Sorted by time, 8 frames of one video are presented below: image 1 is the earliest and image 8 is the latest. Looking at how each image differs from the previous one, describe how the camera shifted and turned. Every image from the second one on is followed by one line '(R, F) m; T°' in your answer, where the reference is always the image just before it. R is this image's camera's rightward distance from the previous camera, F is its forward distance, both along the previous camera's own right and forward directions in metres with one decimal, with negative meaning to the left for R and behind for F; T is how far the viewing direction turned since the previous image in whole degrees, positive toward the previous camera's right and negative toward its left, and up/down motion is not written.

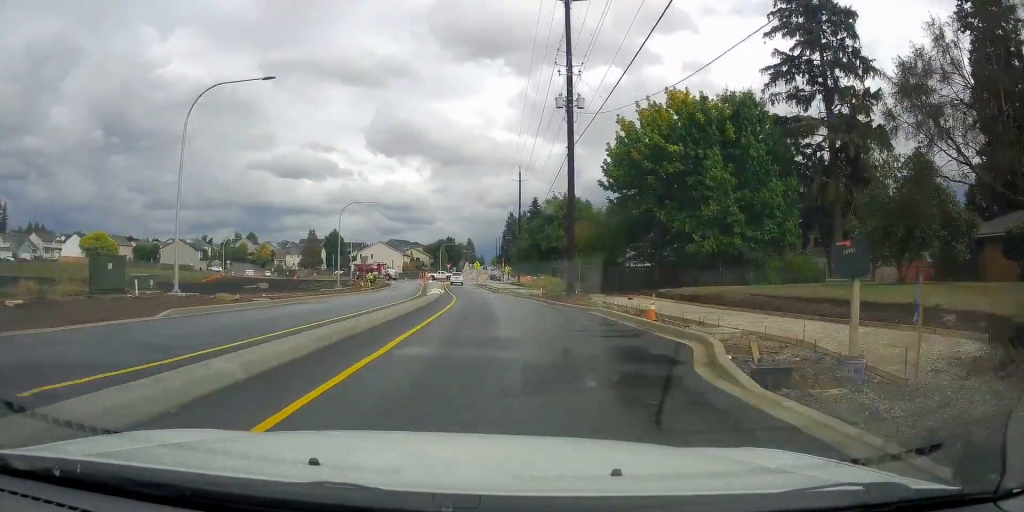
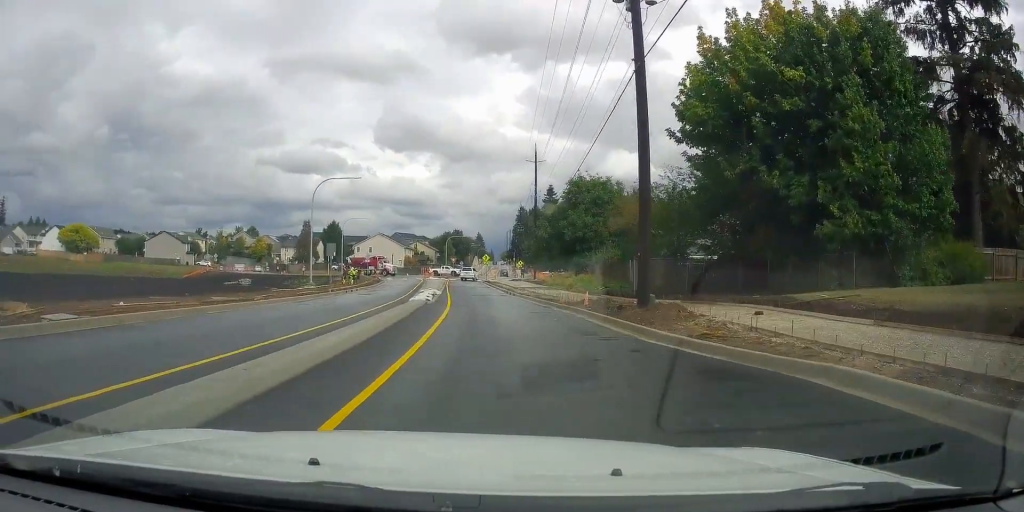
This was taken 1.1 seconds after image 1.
(+0.1, +15.5) m; +1°
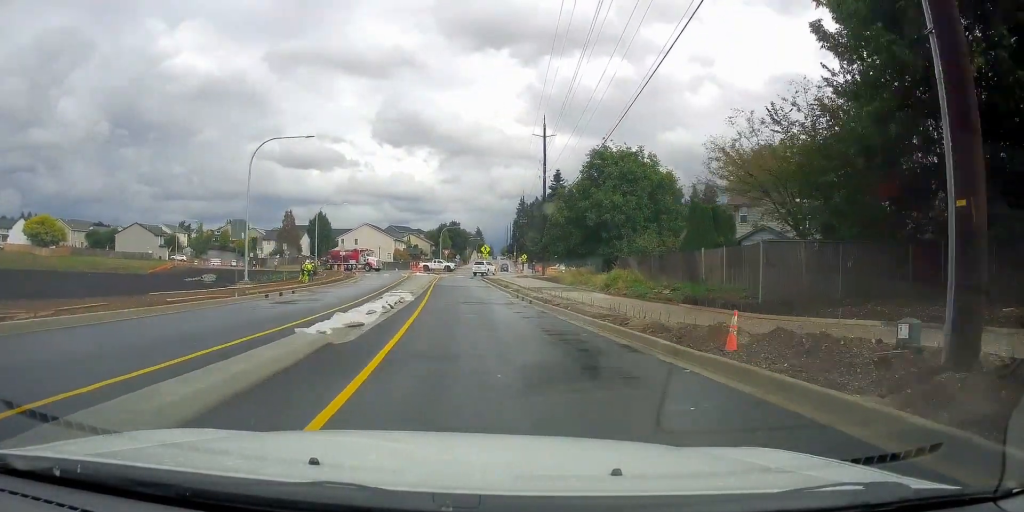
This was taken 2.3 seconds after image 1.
(+0.3, +15.5) m; +4°
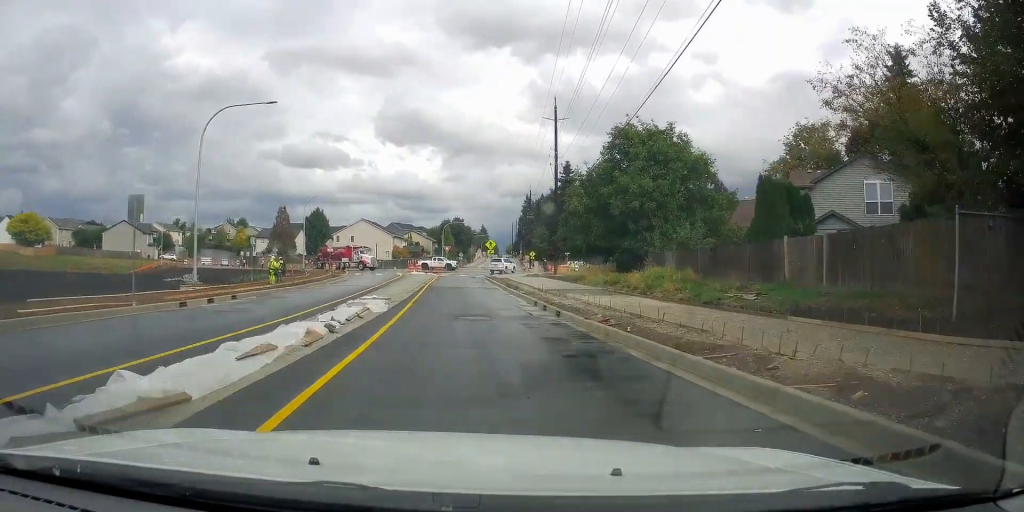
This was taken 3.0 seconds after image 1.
(+0.4, +8.8) m; +1°
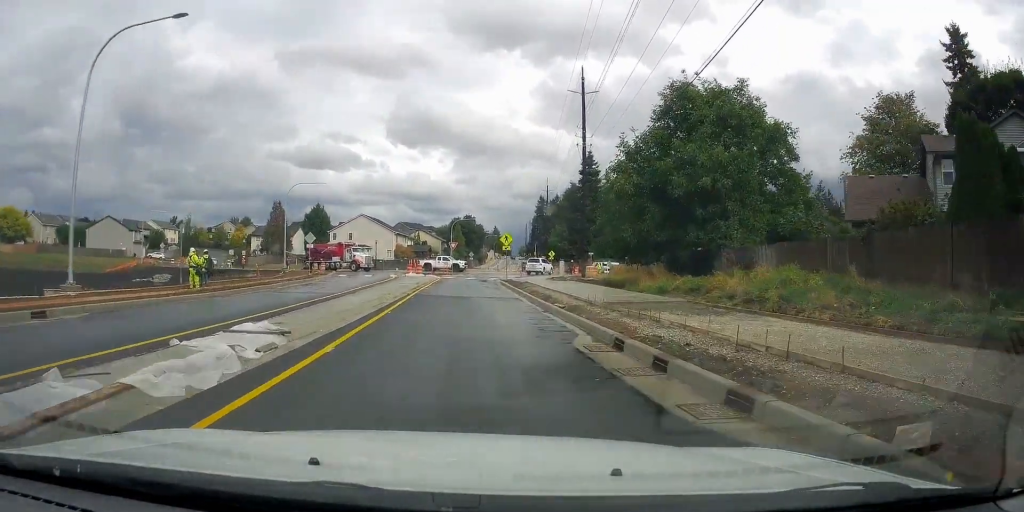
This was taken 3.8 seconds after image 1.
(0.0, +11.3) m; -2°
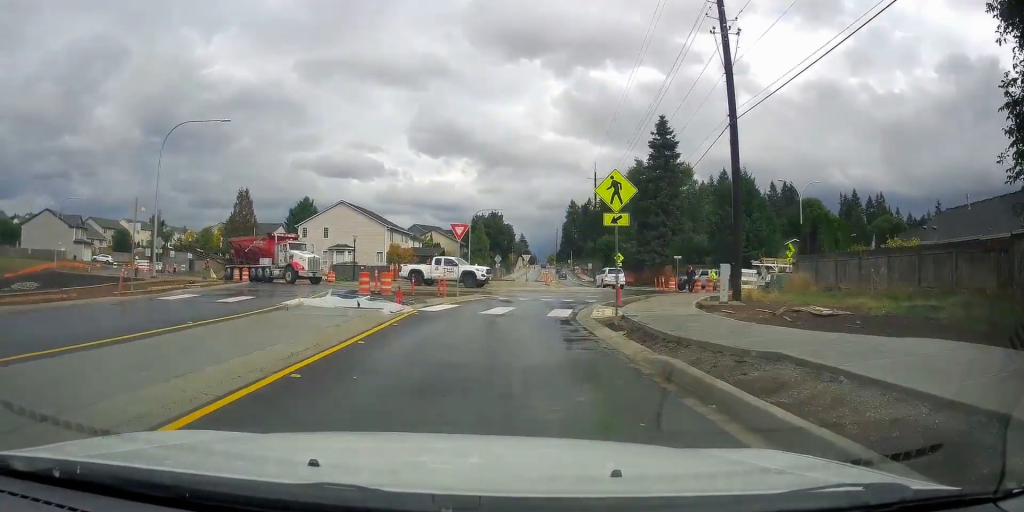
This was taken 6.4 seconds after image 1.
(-3.4, +31.8) m; -13°
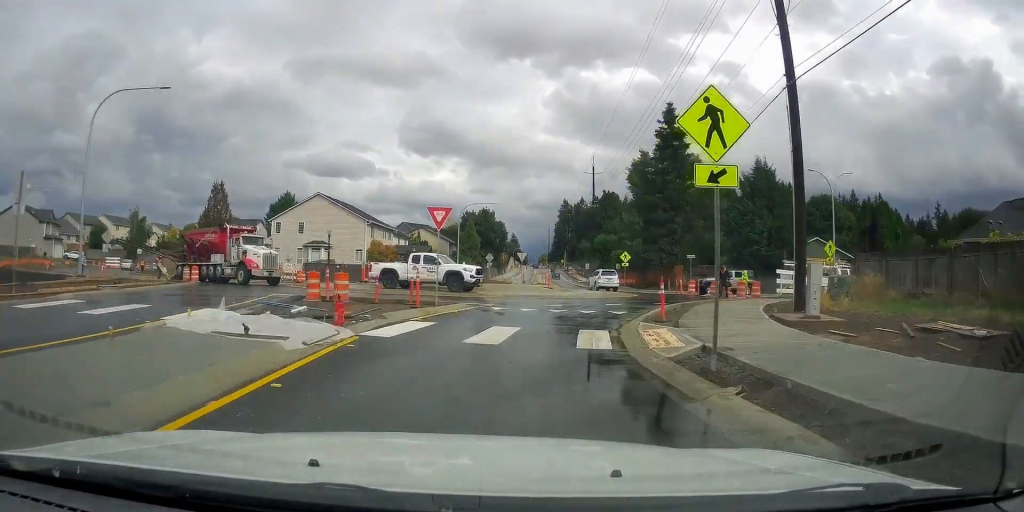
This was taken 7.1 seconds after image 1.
(-0.4, +8.0) m; -3°
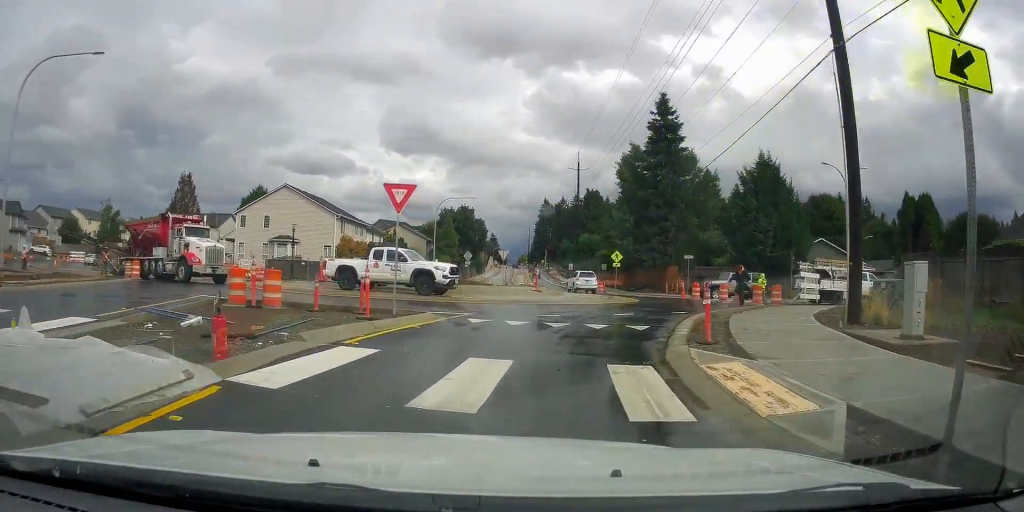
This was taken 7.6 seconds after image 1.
(-0.1, +5.5) m; +1°
